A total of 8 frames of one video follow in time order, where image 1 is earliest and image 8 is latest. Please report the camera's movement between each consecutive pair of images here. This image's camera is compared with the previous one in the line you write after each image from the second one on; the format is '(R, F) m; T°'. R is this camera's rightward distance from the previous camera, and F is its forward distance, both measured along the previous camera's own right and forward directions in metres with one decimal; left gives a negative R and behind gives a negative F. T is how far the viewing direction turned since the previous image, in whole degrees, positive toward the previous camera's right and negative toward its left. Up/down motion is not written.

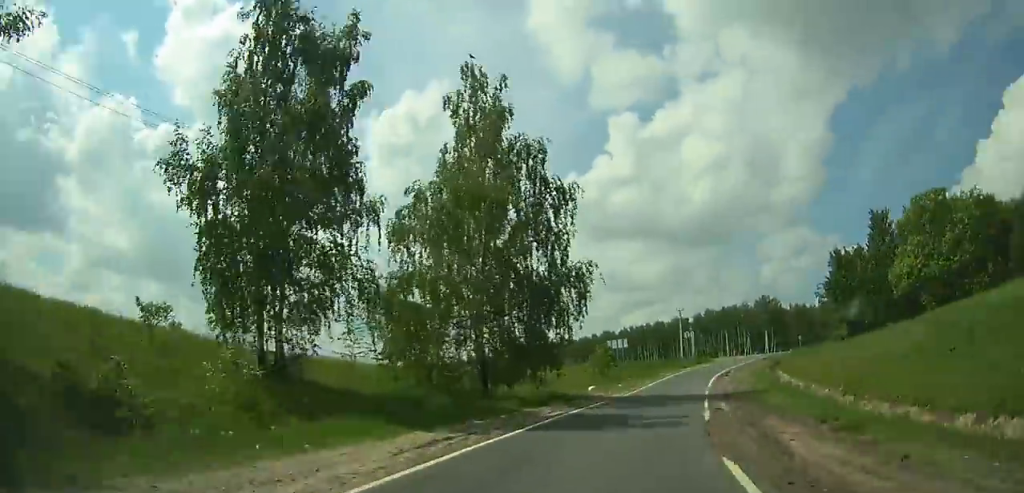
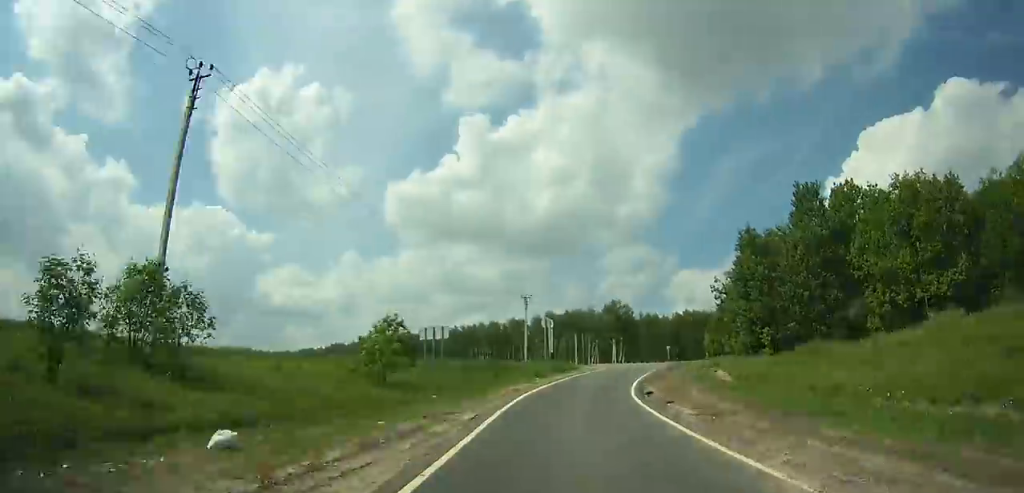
(+5.6, +25.7) m; +17°
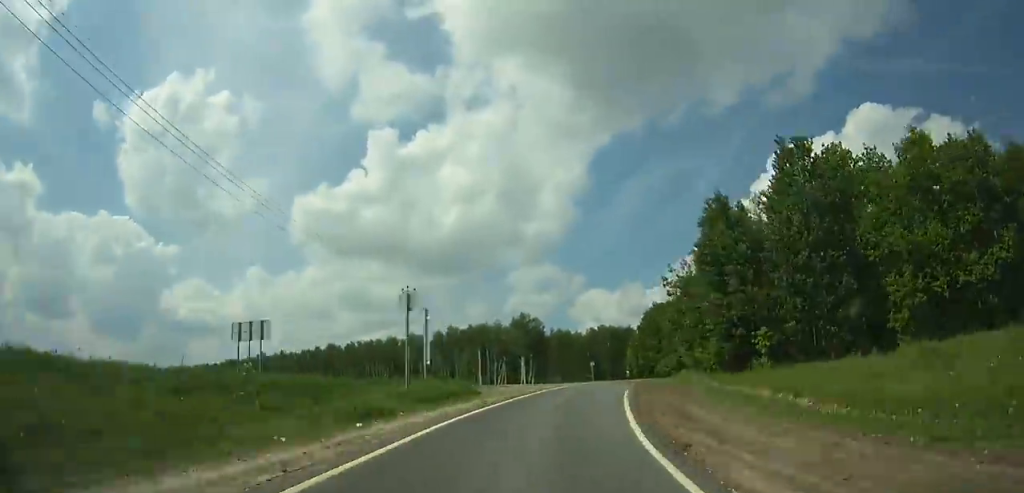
(+0.6, +17.3) m; +7°
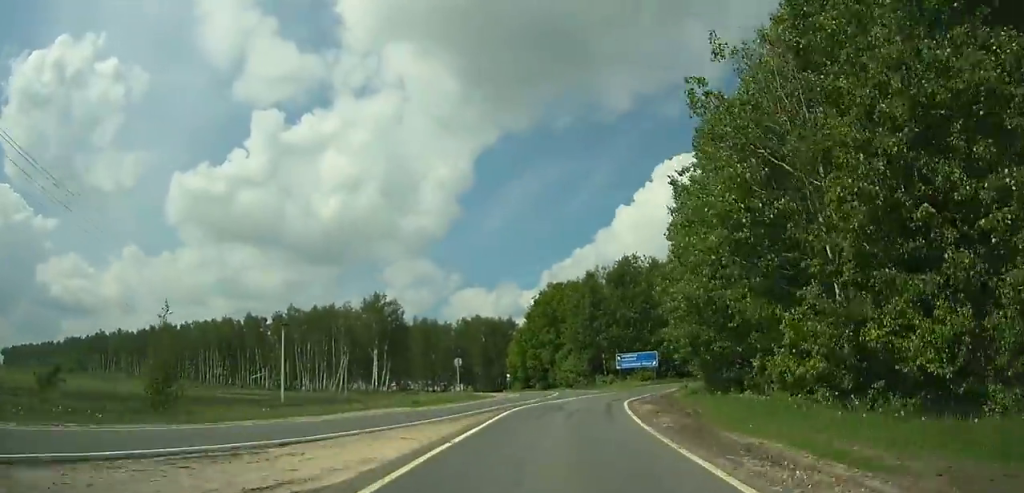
(+3.1, +30.0) m; +9°
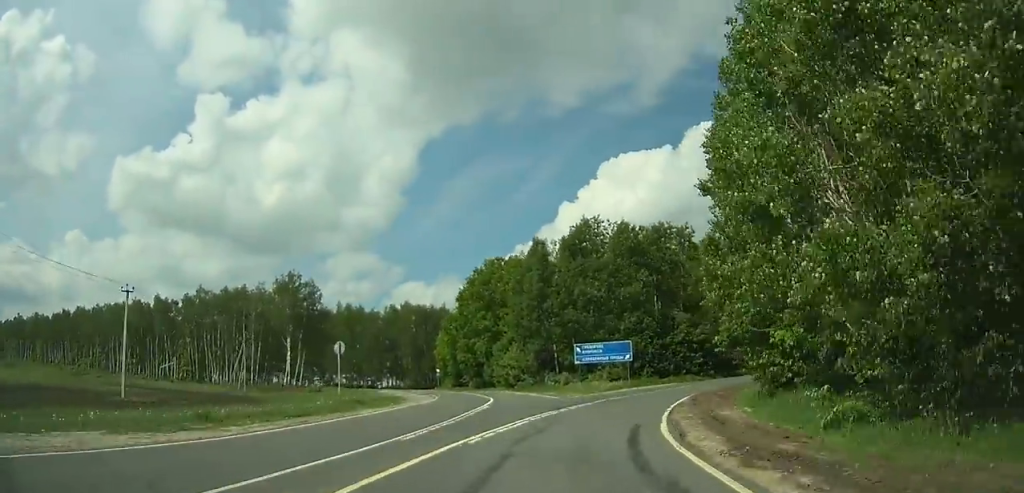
(+0.6, +17.4) m; +4°
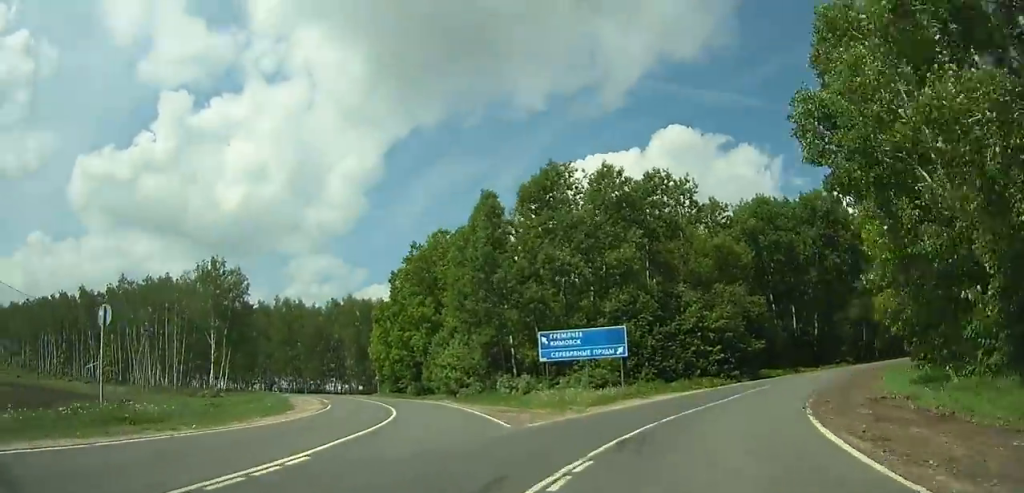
(+1.2, +25.0) m; -2°
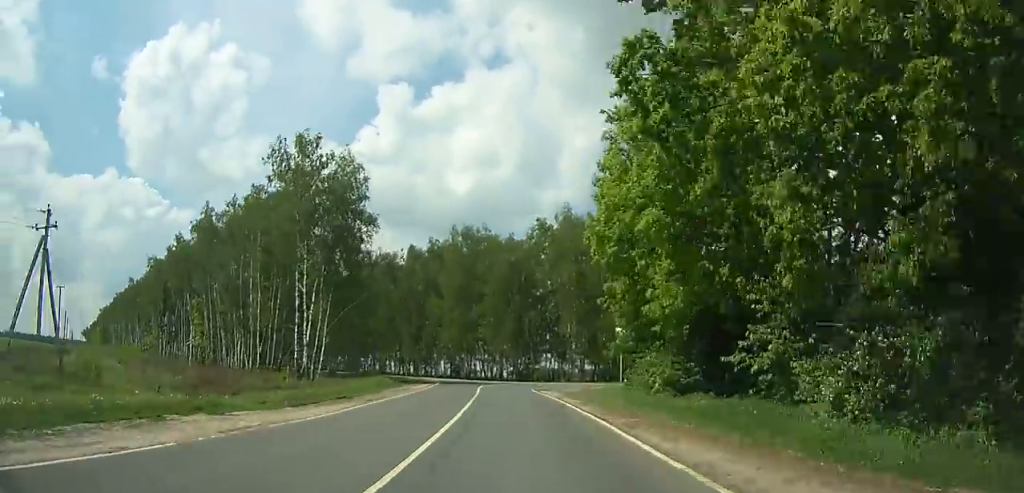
(-8.1, +48.7) m; -15°
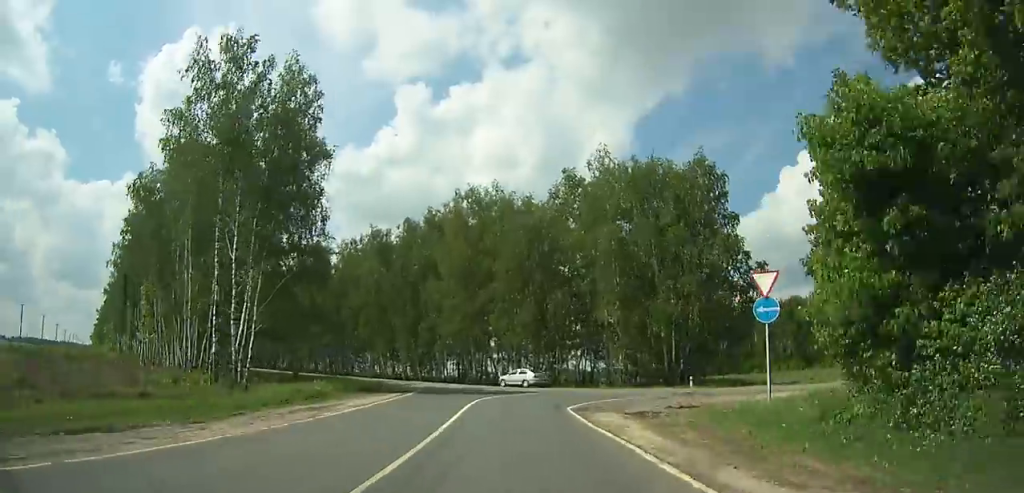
(-0.5, +14.0) m; -2°
